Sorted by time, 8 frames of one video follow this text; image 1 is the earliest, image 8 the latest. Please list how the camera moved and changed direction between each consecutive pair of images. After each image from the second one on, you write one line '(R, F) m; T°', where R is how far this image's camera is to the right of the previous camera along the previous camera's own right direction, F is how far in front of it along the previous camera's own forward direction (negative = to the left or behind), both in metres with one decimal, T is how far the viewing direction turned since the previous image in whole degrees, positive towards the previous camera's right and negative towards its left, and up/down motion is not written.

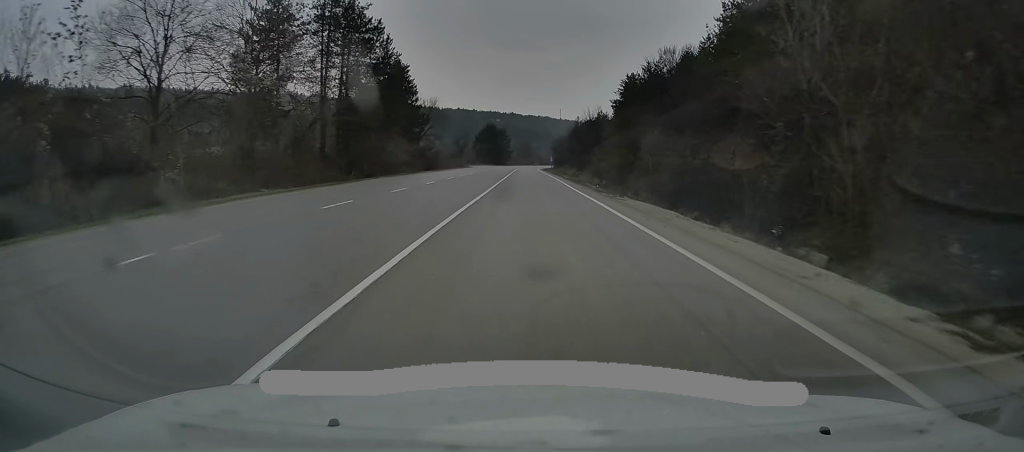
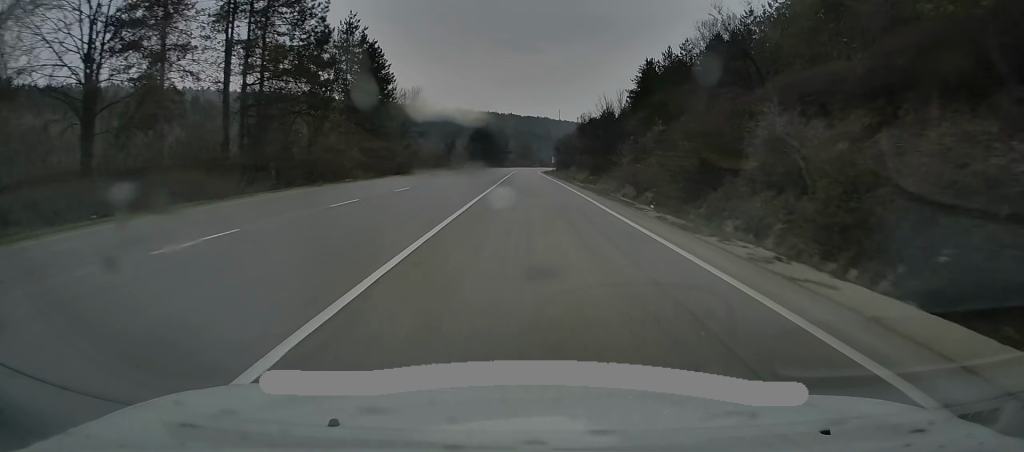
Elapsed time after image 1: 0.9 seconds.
(-0.1, +17.1) m; 0°
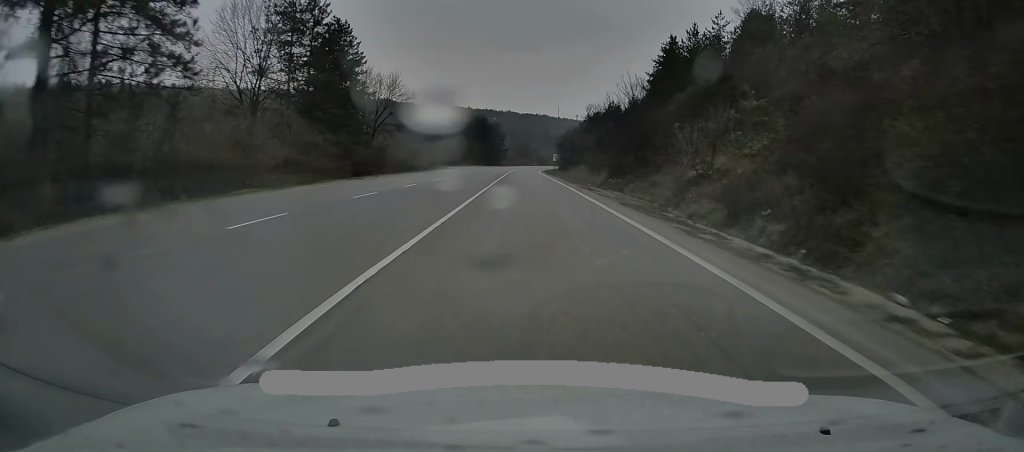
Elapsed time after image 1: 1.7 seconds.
(-0.1, +15.2) m; 0°
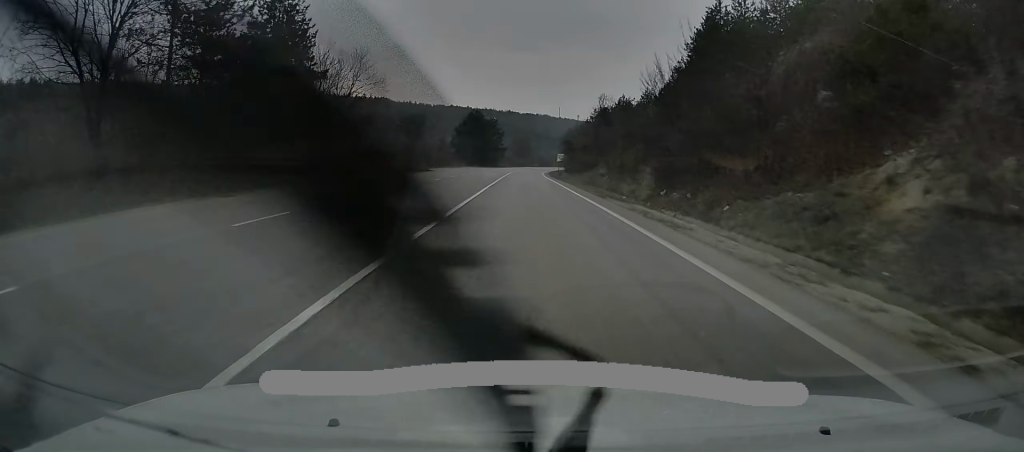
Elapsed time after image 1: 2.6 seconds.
(0.0, +17.7) m; -1°
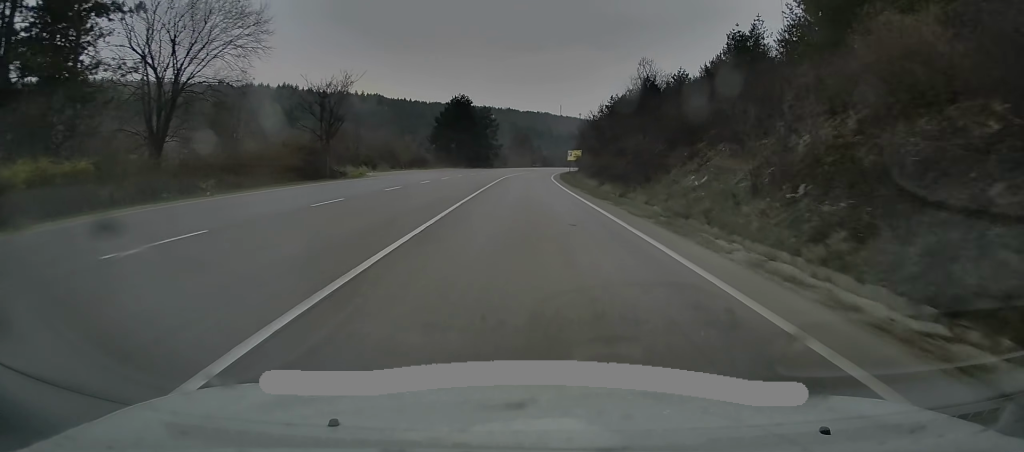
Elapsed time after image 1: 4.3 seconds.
(-0.2, +31.6) m; 0°
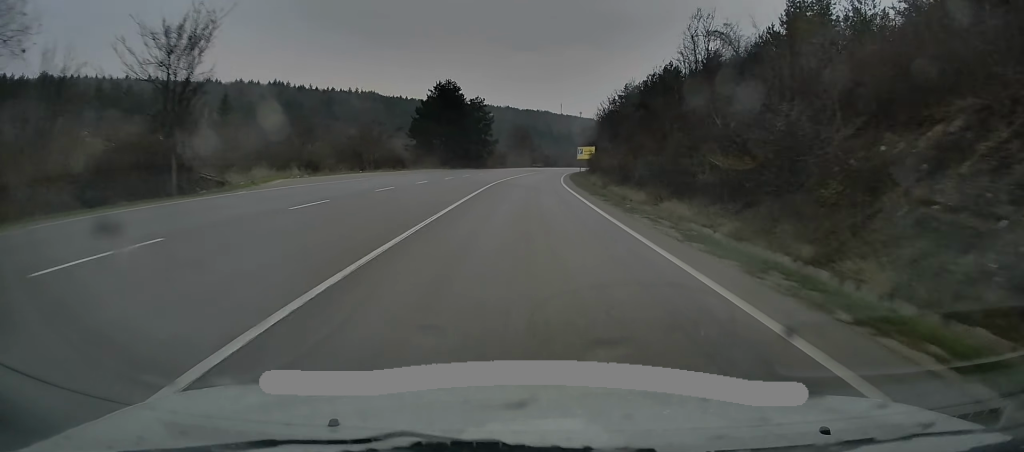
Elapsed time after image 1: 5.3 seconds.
(+0.2, +19.3) m; +1°
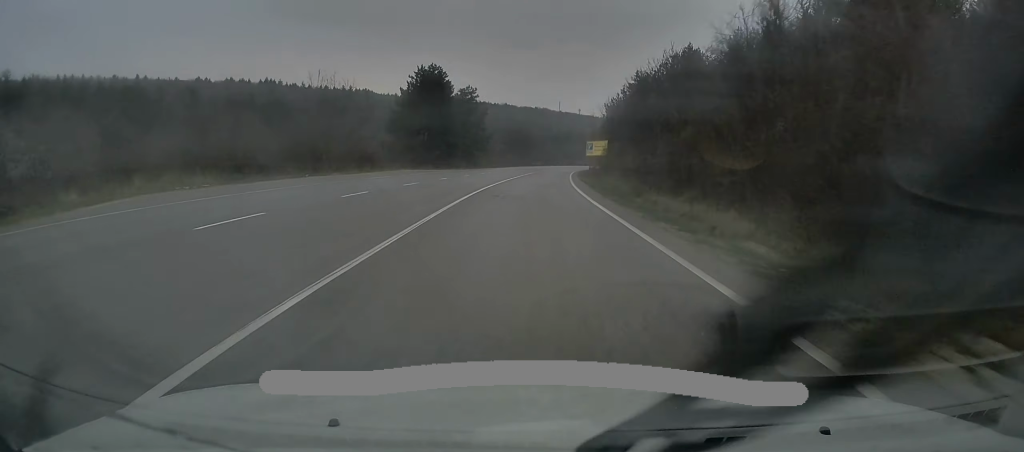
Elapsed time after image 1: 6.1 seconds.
(0.0, +13.7) m; 0°
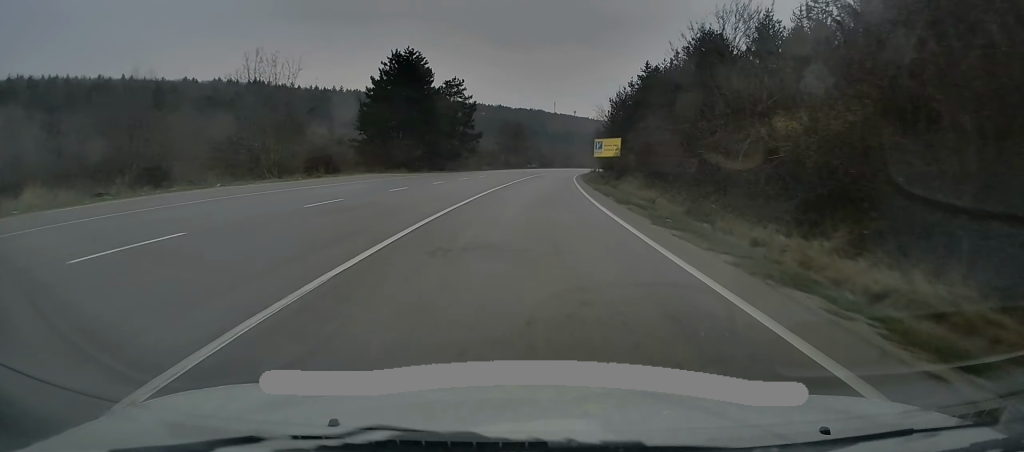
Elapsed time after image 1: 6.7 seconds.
(0.0, +12.5) m; 0°
